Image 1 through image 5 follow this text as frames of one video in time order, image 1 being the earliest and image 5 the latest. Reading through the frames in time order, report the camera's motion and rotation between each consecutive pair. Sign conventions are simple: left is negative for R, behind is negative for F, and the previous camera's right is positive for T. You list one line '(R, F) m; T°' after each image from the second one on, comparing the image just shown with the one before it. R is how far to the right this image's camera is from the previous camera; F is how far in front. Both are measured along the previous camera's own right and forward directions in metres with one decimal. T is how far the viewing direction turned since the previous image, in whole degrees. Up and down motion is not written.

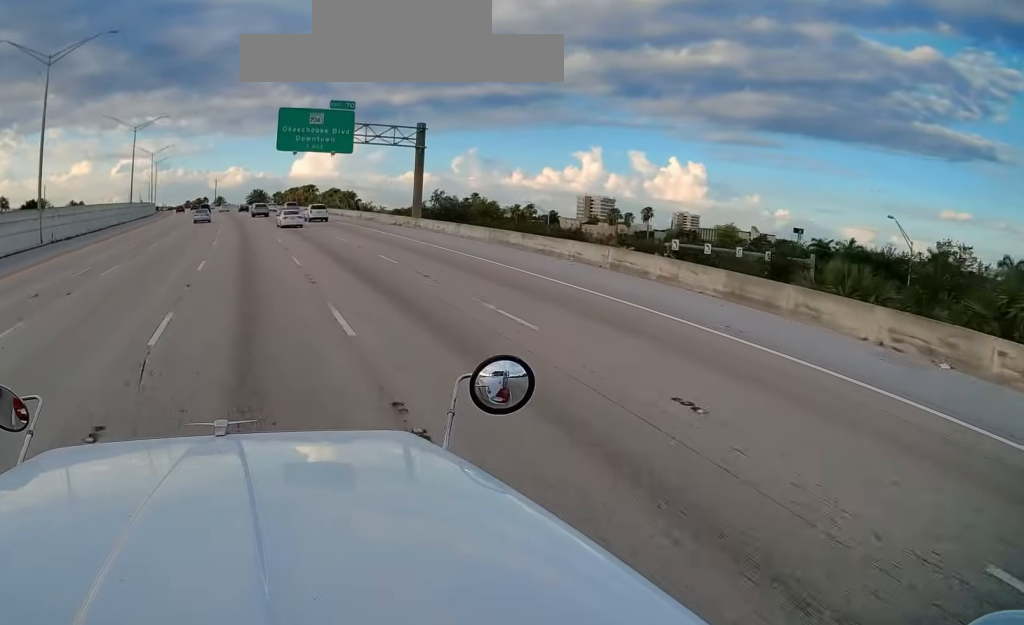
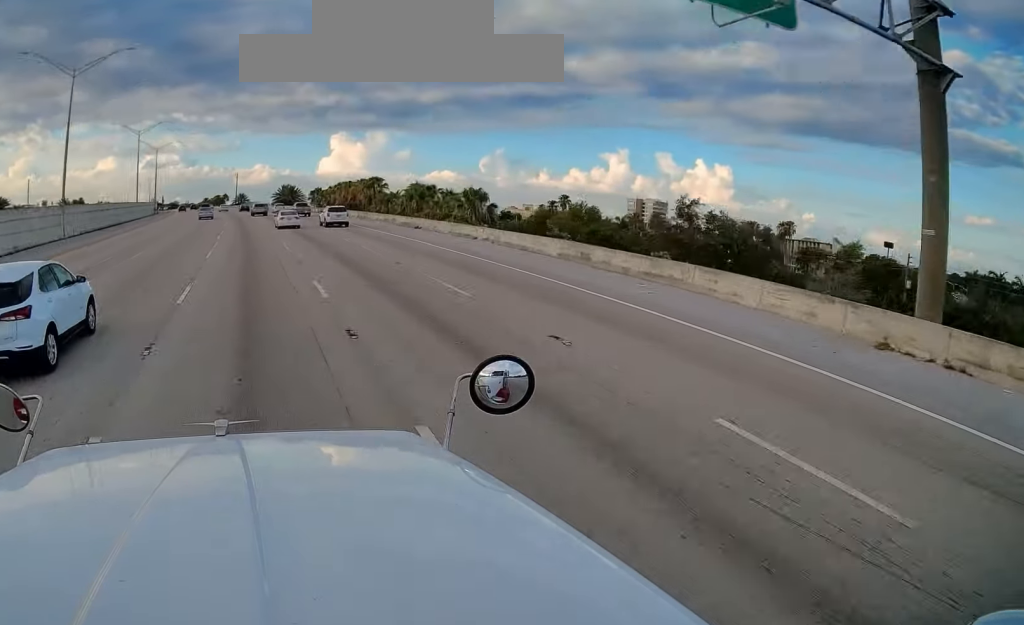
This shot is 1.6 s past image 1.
(-1.3, +44.5) m; -3°
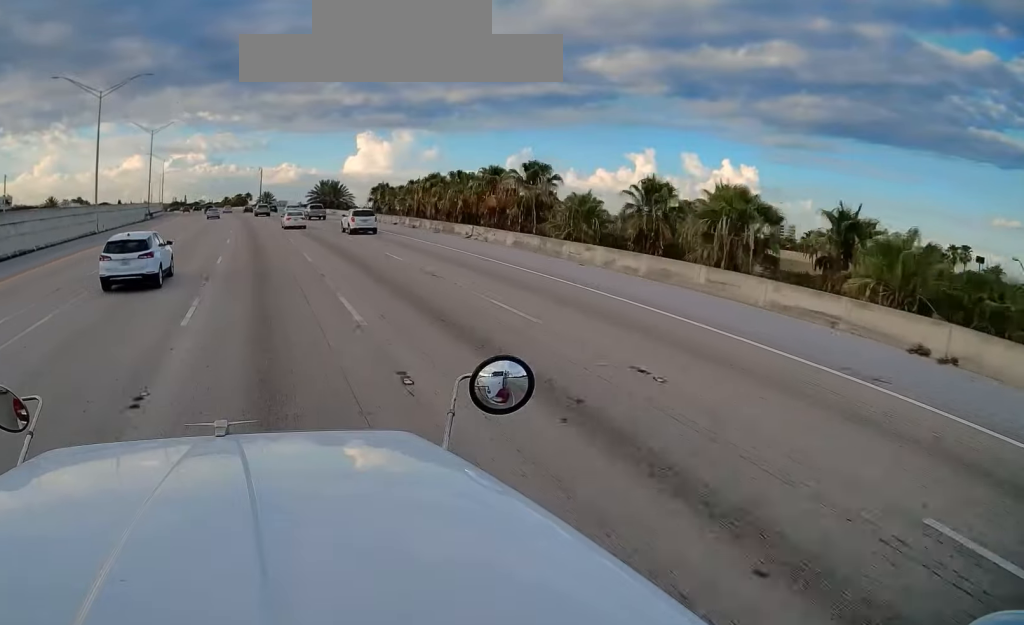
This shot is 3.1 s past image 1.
(-0.3, +38.2) m; -1°
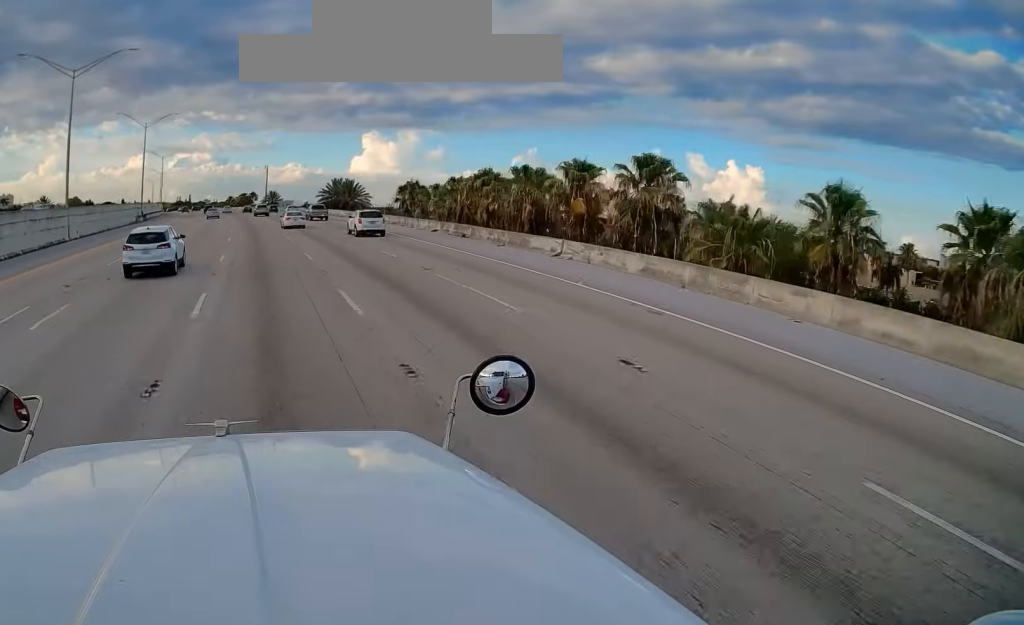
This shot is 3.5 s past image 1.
(0.0, +11.5) m; -1°
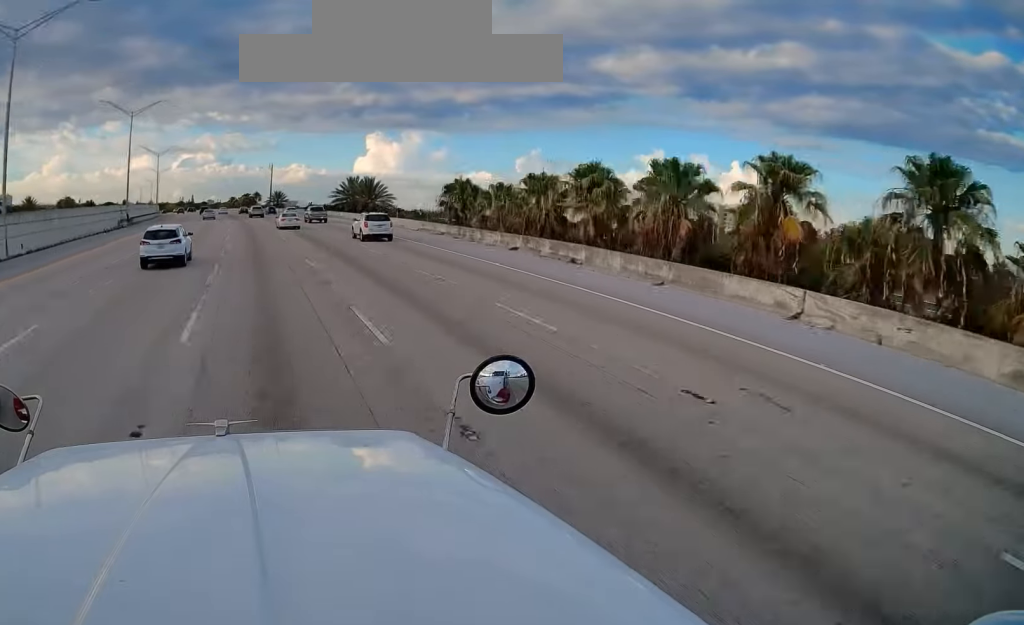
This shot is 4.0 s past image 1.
(-0.1, +14.1) m; -1°
